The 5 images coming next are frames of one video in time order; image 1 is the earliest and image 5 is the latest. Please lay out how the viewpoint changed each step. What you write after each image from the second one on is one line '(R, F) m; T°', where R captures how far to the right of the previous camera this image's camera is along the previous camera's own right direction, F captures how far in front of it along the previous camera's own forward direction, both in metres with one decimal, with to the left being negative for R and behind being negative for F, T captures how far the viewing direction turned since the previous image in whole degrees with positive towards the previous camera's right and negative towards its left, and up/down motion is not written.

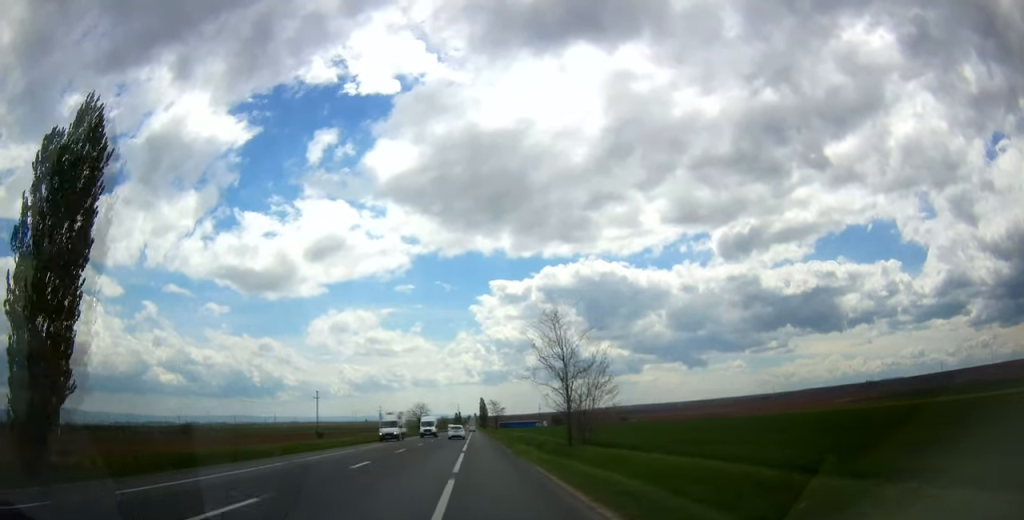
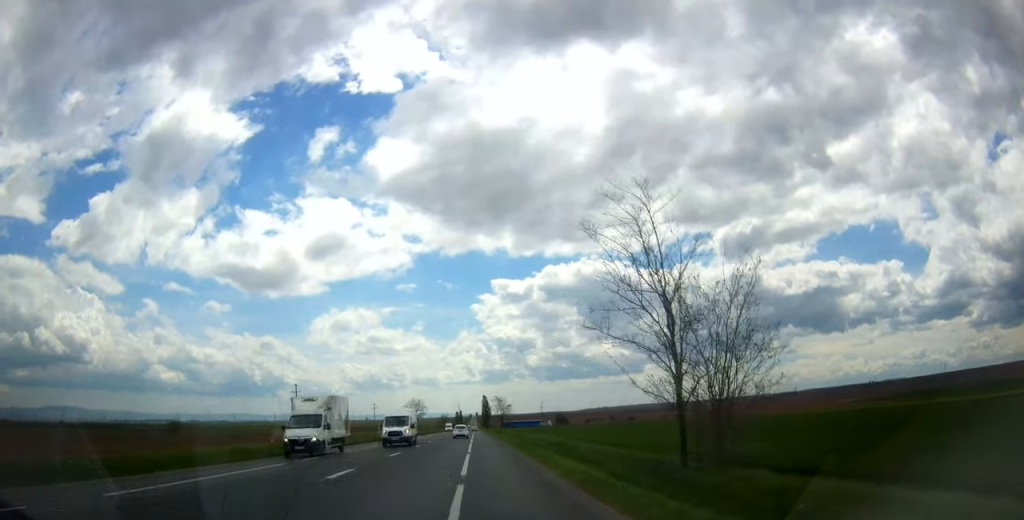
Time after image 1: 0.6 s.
(-0.1, +15.8) m; 0°
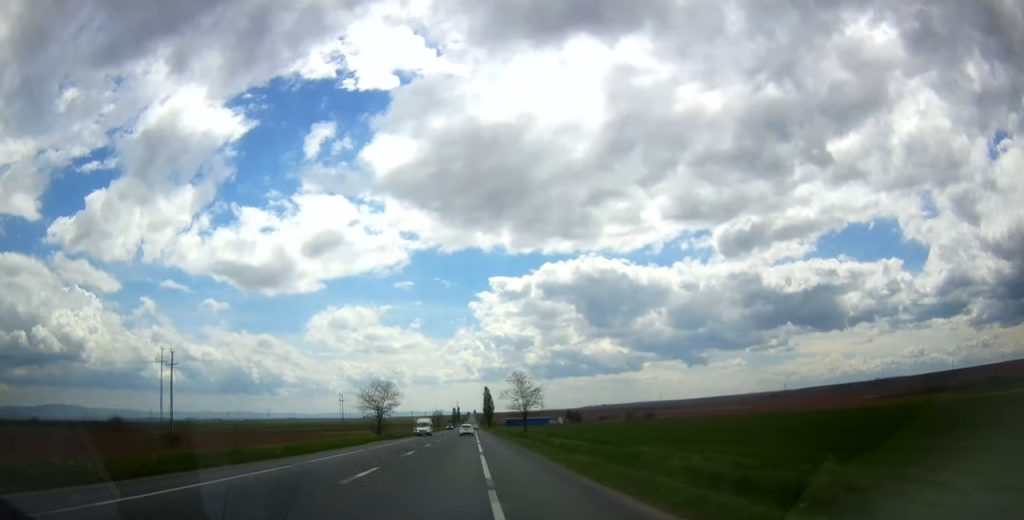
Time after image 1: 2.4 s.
(+0.3, +45.2) m; +1°
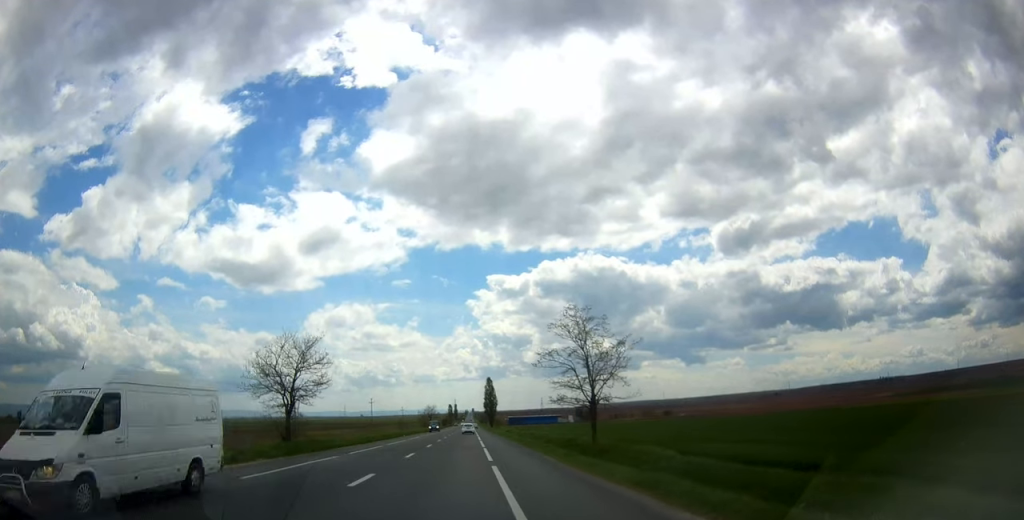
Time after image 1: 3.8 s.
(-0.1, +36.3) m; 0°
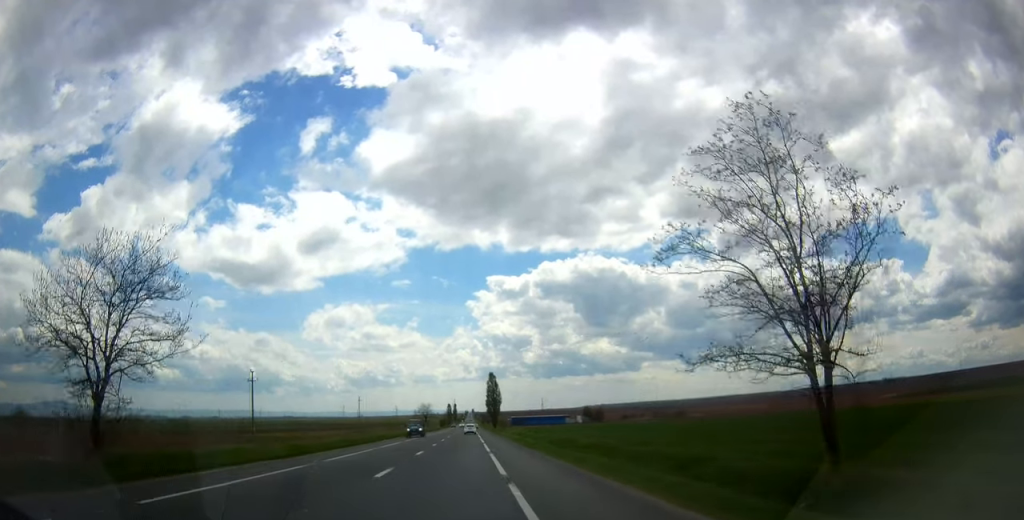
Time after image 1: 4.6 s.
(0.0, +21.0) m; 0°
